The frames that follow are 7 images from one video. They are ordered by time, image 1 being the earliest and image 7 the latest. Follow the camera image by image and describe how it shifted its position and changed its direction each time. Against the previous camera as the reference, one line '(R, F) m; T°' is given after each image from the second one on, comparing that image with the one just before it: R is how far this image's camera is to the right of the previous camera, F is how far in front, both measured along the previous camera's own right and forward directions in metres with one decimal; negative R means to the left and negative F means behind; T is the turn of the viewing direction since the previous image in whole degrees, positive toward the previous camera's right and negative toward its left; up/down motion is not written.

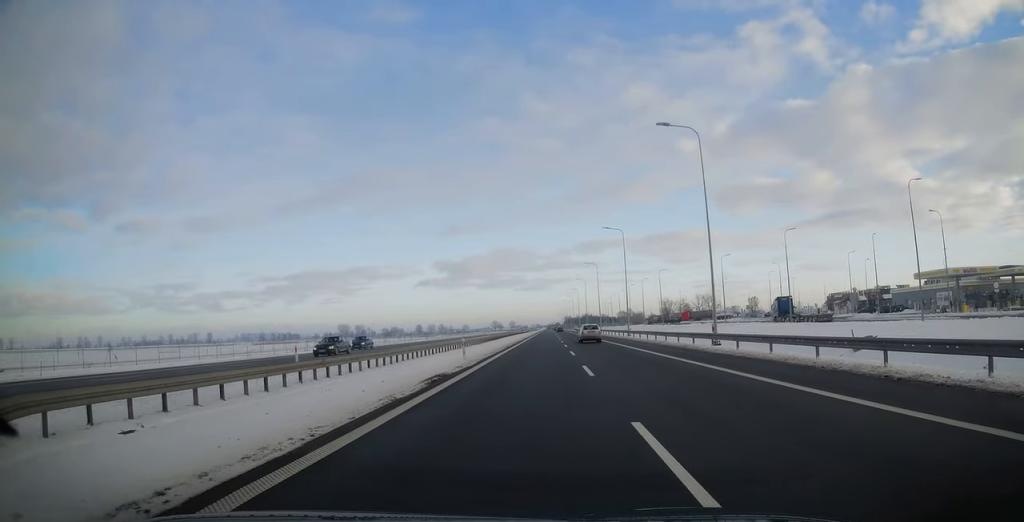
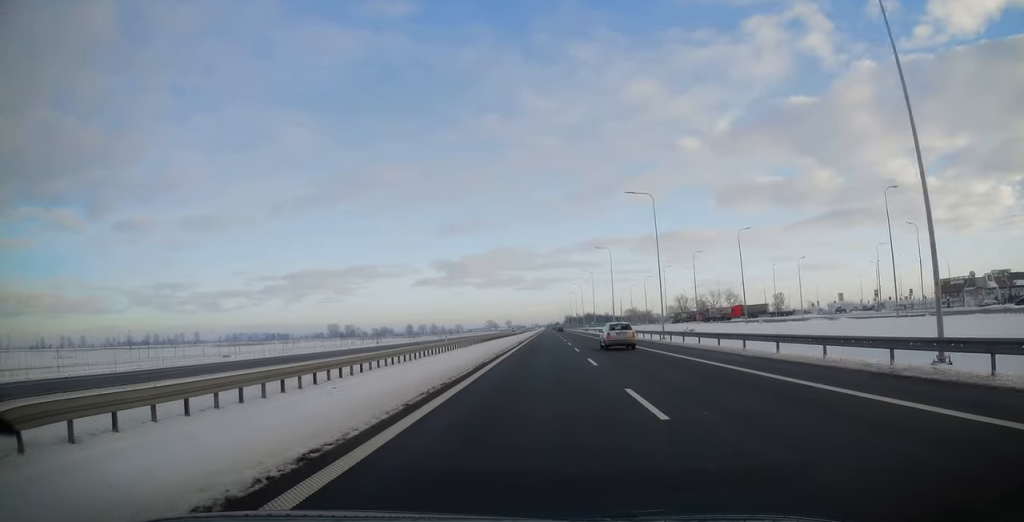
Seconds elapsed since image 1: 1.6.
(0.0, +51.1) m; 0°
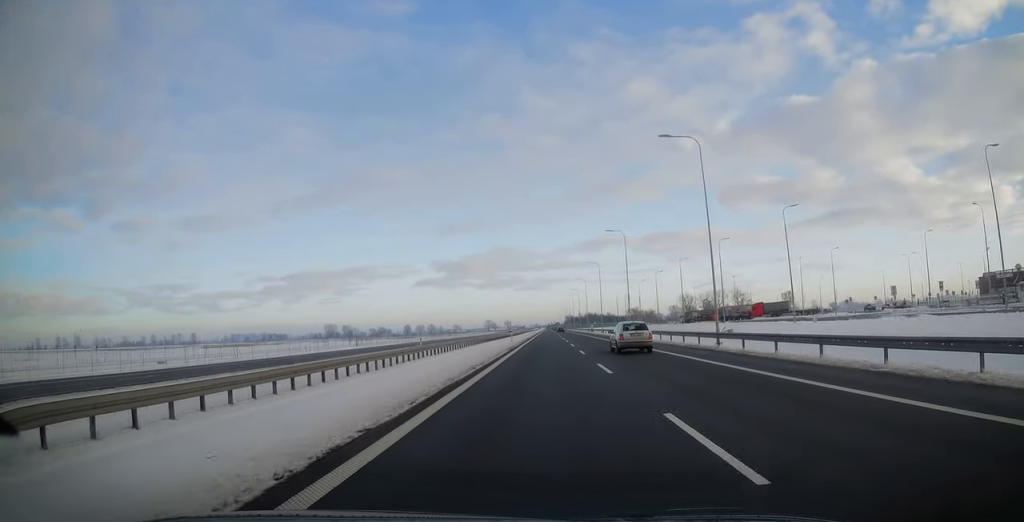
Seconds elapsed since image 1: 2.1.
(0.0, +14.1) m; 0°
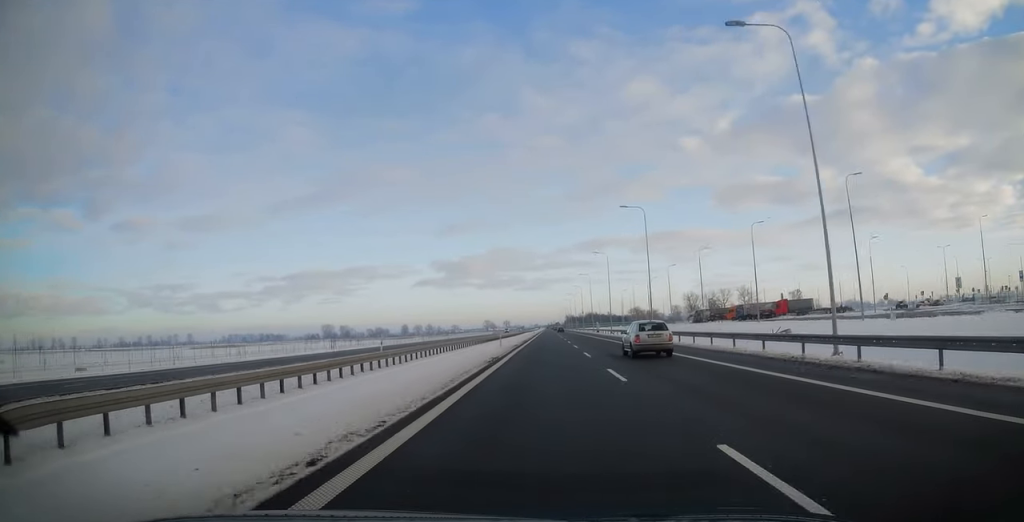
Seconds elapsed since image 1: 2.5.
(0.0, +14.7) m; 0°
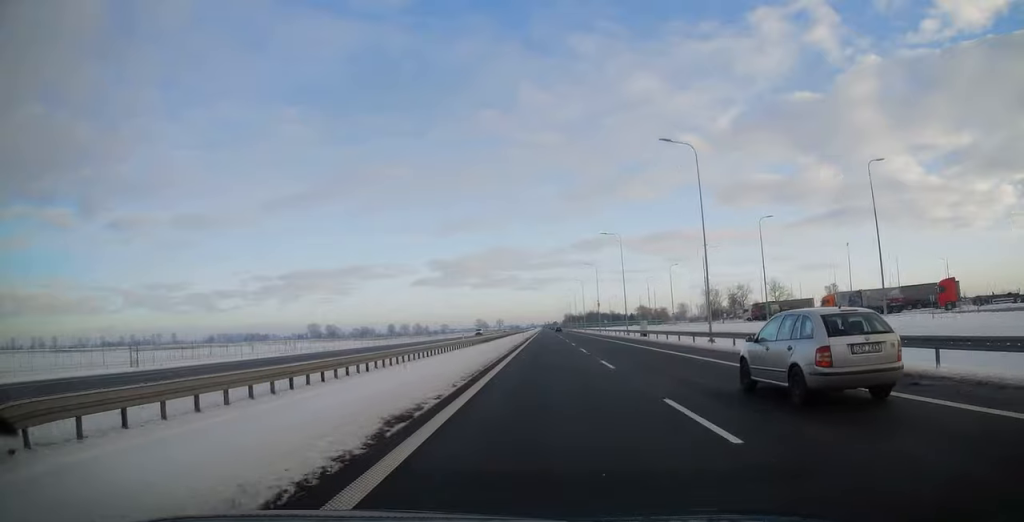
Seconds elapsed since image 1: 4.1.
(+0.3, +54.3) m; +1°
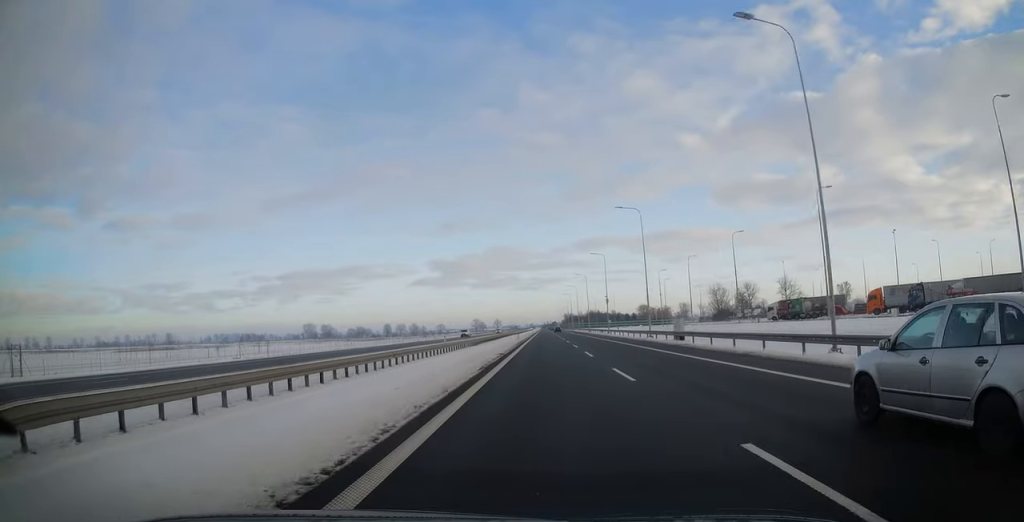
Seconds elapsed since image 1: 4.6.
(0.0, +15.0) m; 0°
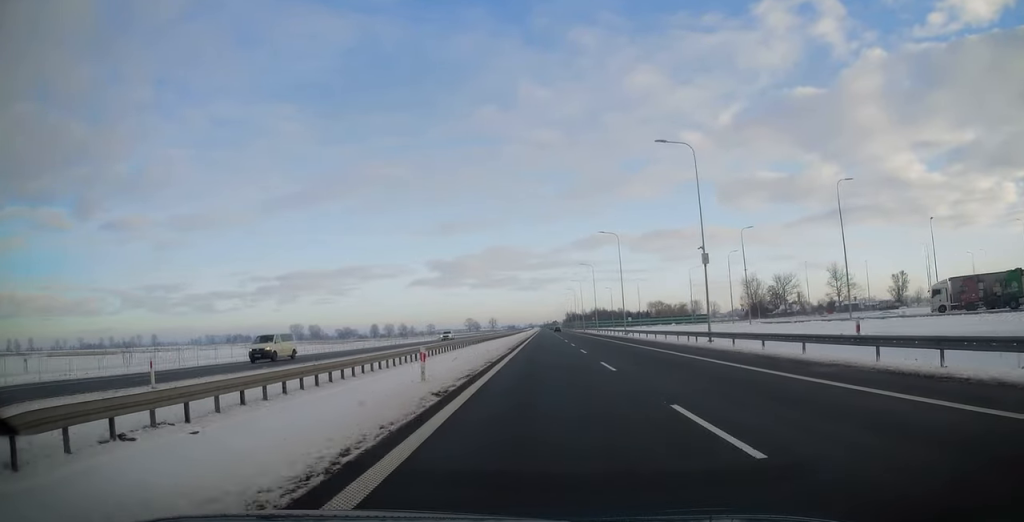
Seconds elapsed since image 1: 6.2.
(-0.1, +56.7) m; 0°
